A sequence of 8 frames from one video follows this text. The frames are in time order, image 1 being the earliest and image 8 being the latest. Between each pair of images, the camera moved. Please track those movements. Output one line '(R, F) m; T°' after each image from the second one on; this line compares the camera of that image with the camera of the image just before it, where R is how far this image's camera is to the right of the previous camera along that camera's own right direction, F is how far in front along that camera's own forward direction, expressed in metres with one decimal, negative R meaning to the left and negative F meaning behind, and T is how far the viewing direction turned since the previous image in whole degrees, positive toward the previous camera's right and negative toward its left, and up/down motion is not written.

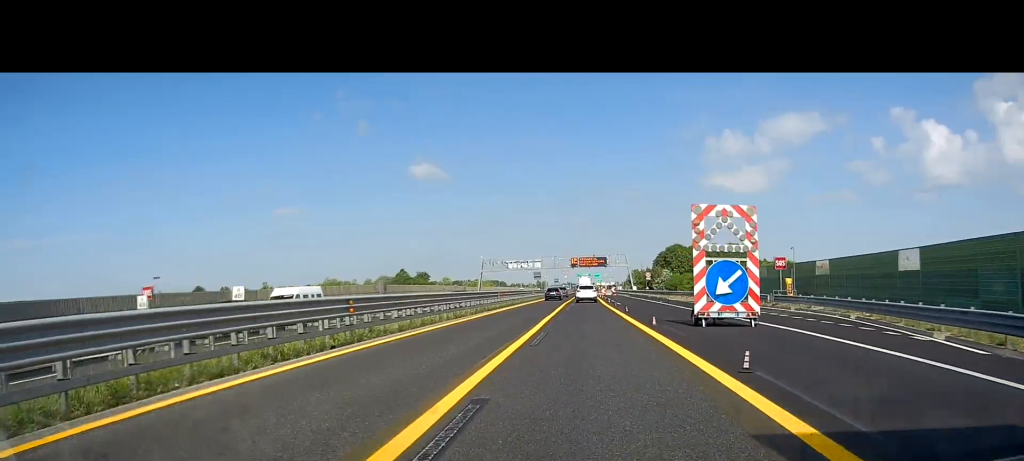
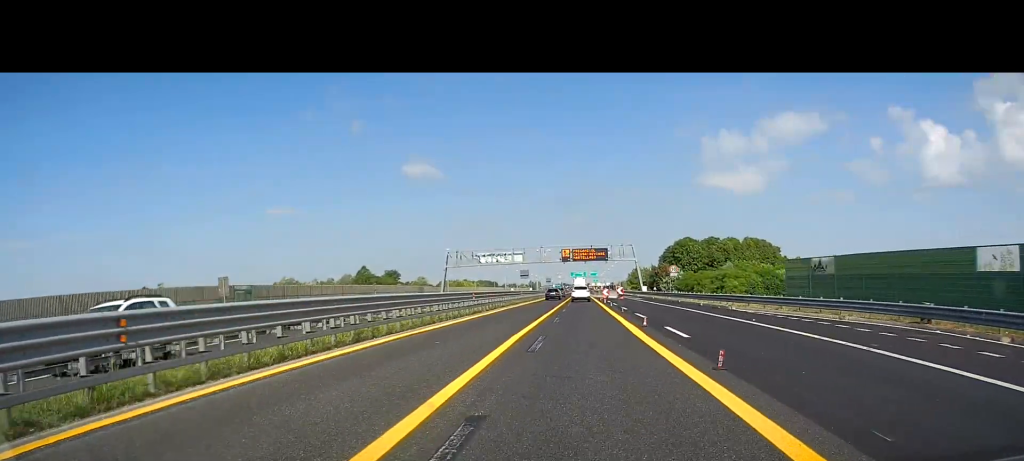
(+0.5, +35.9) m; +1°
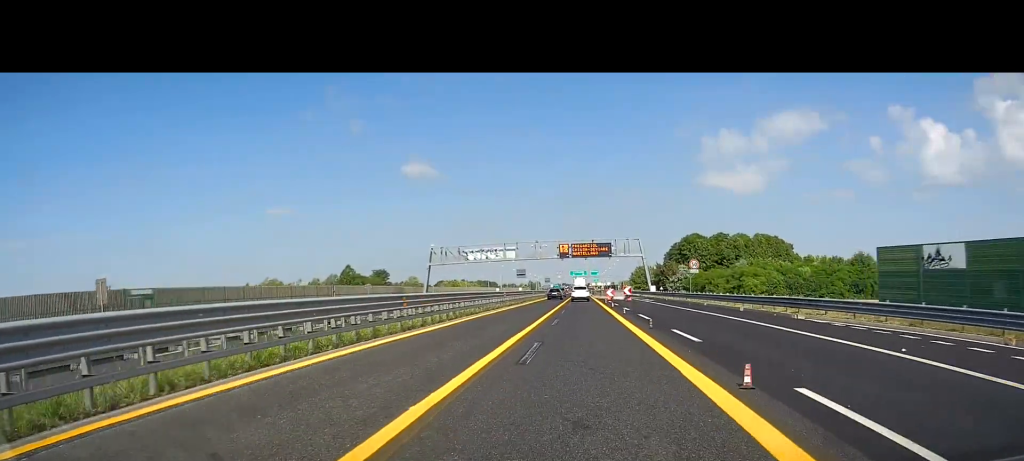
(0.0, +13.5) m; 0°
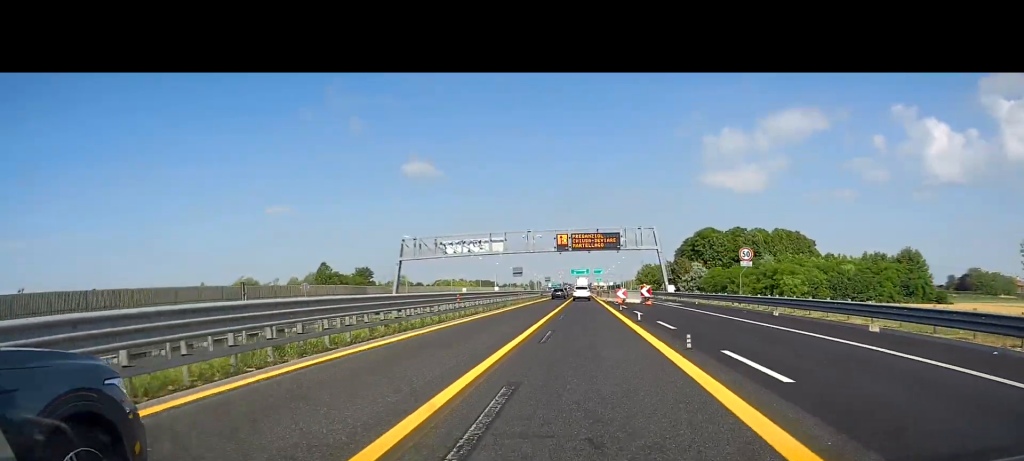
(0.0, +18.8) m; 0°
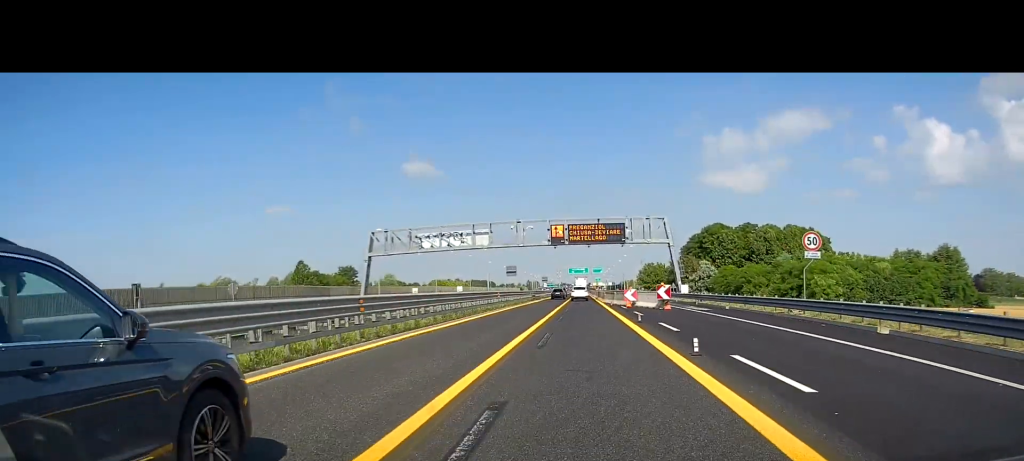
(0.0, +12.8) m; 0°
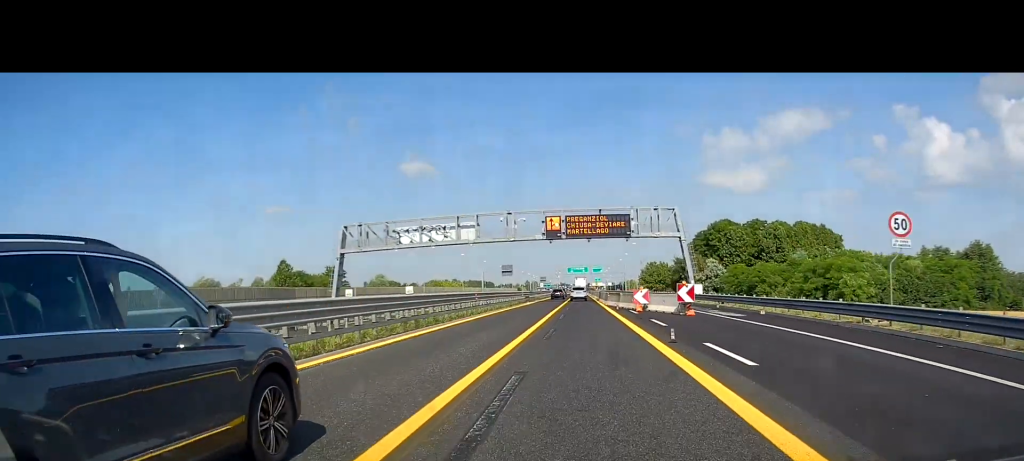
(0.0, +9.0) m; 0°
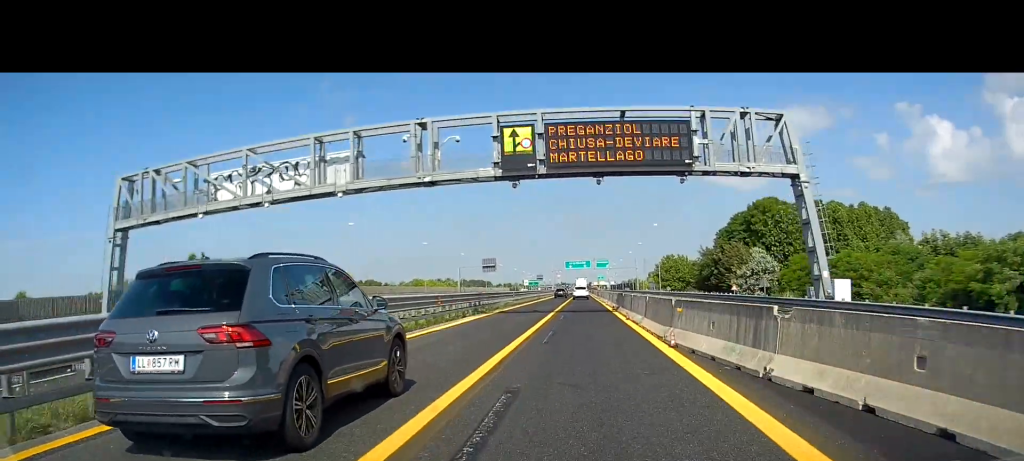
(0.0, +36.1) m; 0°
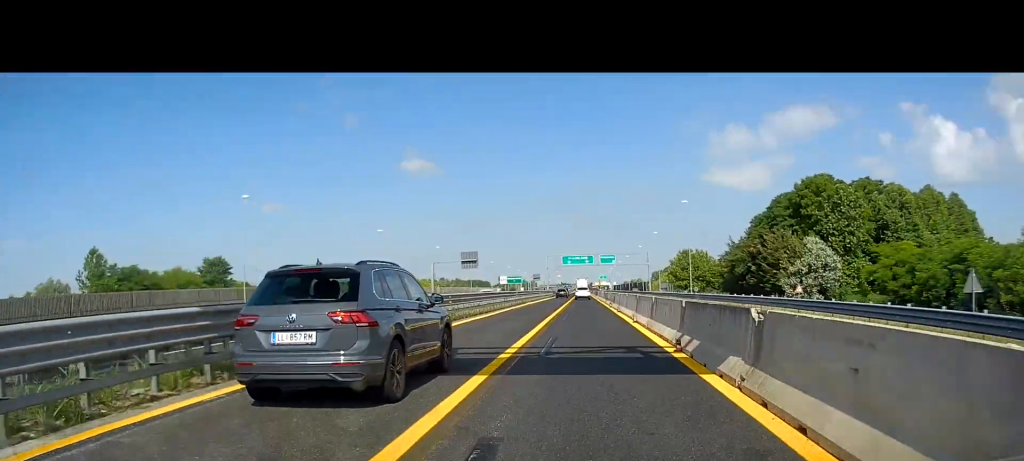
(0.0, +25.6) m; +1°
